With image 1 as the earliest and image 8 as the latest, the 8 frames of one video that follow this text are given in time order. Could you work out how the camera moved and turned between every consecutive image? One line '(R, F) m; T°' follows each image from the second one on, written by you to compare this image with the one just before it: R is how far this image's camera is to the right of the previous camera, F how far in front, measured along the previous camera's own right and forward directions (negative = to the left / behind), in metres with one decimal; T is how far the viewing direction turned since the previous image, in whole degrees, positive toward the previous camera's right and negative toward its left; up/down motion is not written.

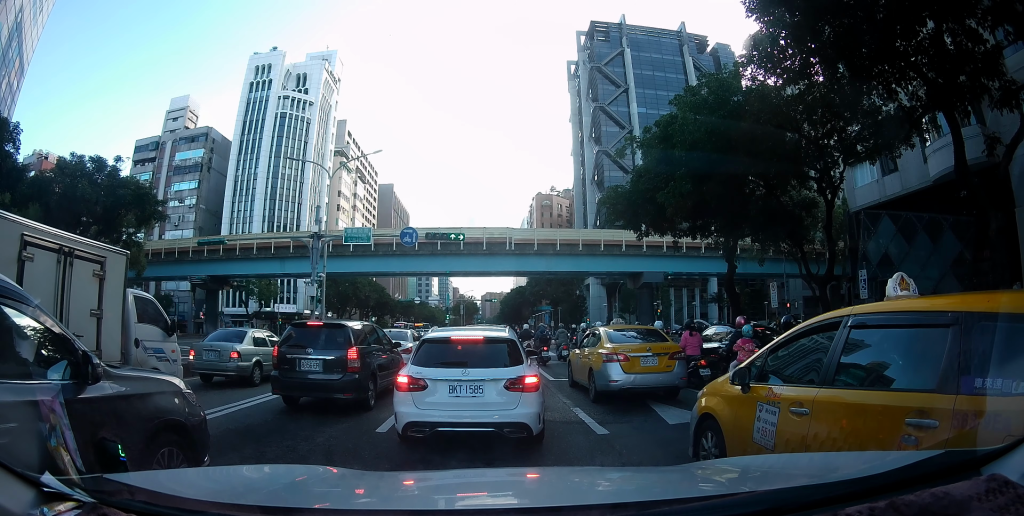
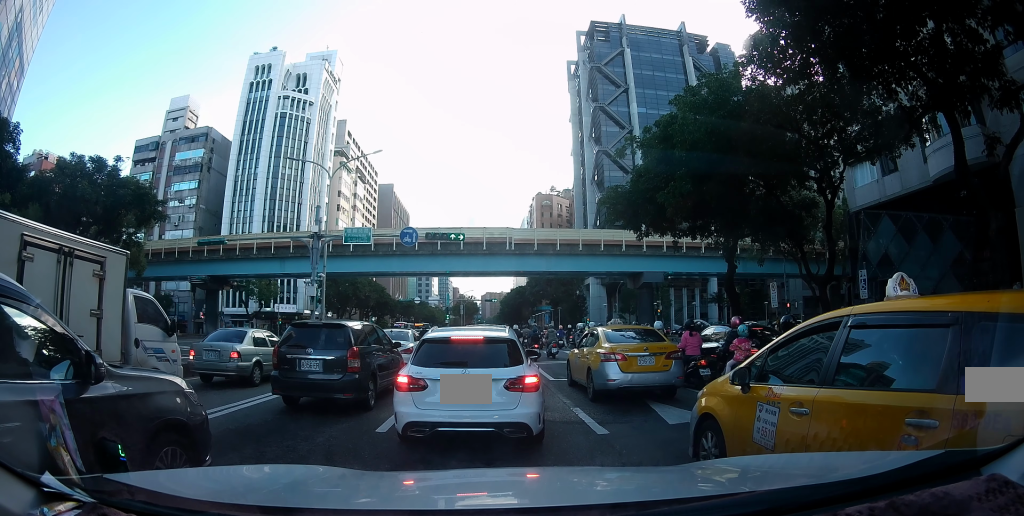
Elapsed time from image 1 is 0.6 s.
(0.0, +0.1) m; 0°
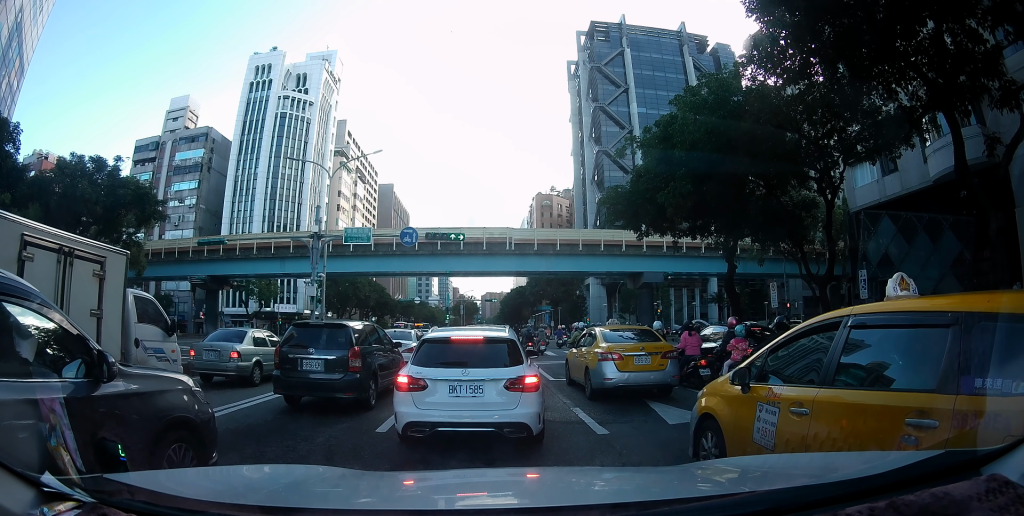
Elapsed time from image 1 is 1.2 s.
(0.0, +0.1) m; 0°
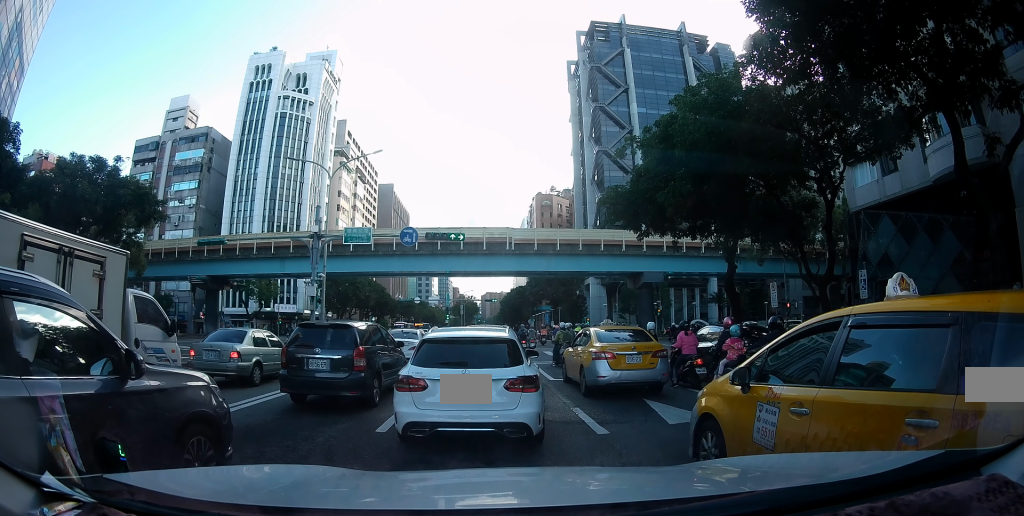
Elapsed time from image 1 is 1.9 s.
(0.0, 0.0) m; 0°
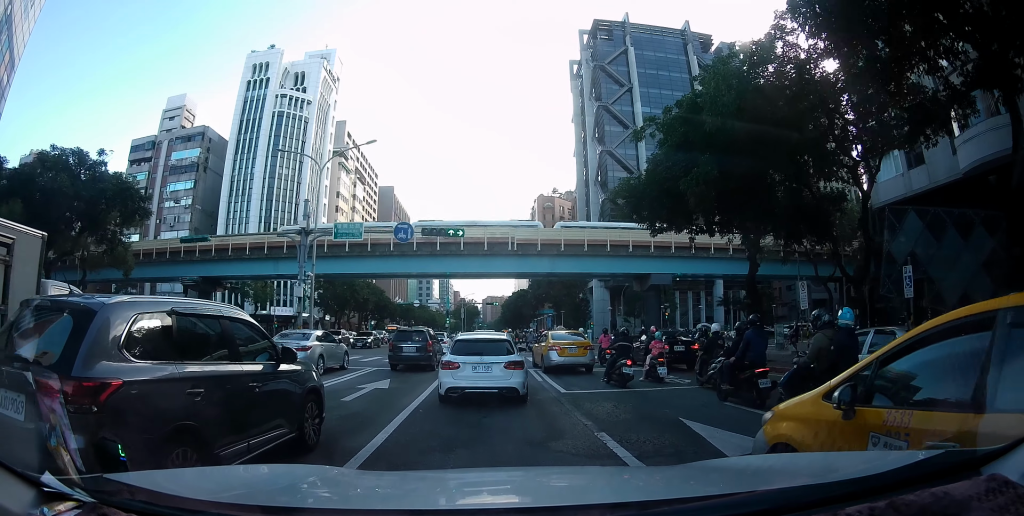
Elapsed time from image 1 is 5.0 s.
(0.0, +0.5) m; 0°
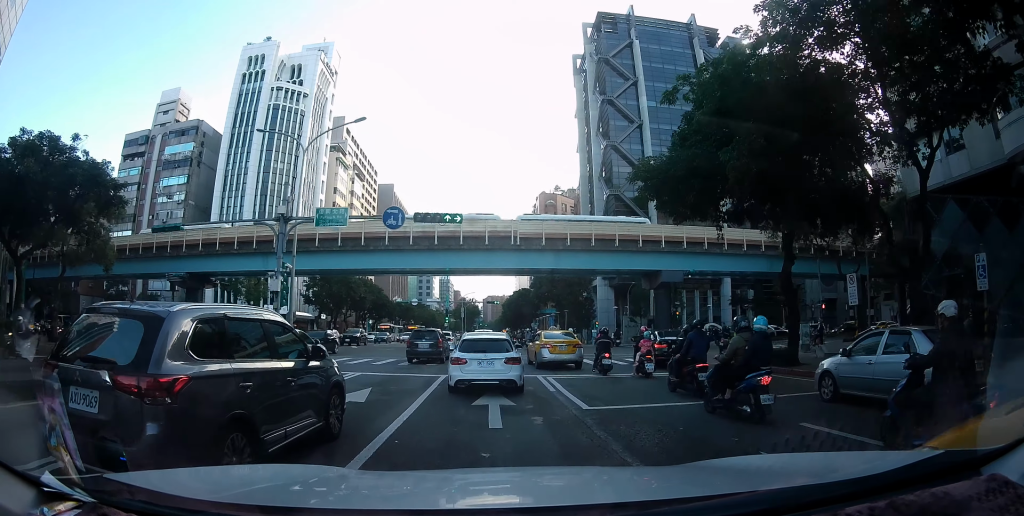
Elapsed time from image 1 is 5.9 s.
(0.0, +0.4) m; 0°
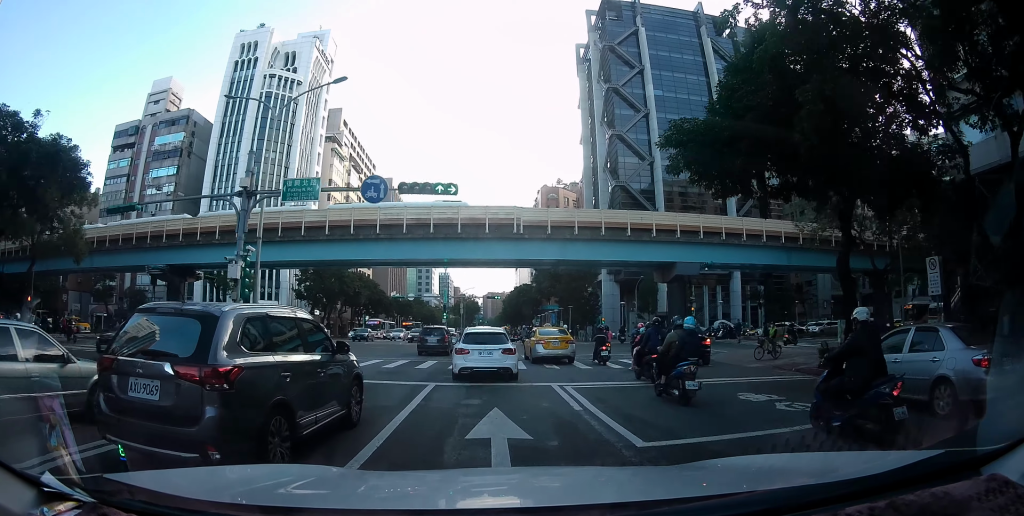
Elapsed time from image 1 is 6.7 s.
(0.0, +1.1) m; 0°
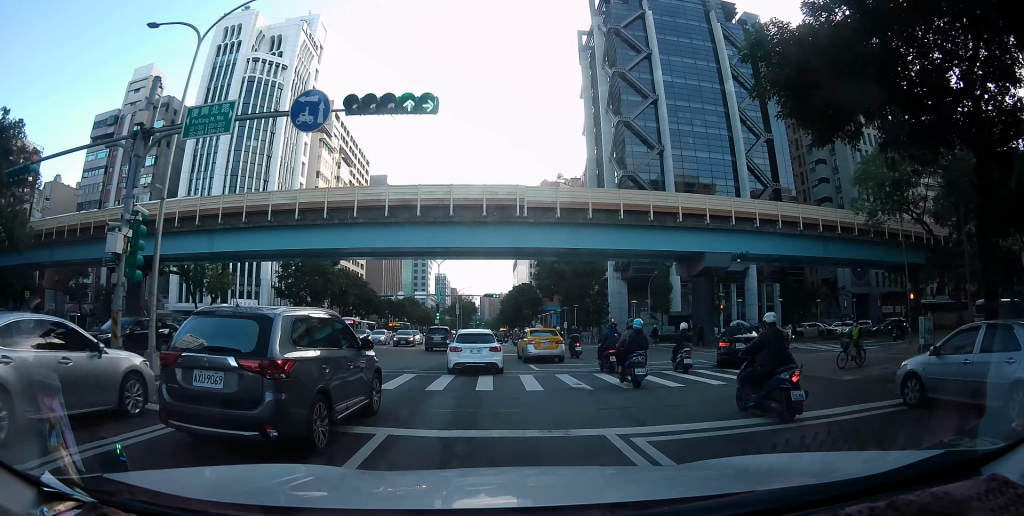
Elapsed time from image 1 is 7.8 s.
(0.0, +3.7) m; 0°
